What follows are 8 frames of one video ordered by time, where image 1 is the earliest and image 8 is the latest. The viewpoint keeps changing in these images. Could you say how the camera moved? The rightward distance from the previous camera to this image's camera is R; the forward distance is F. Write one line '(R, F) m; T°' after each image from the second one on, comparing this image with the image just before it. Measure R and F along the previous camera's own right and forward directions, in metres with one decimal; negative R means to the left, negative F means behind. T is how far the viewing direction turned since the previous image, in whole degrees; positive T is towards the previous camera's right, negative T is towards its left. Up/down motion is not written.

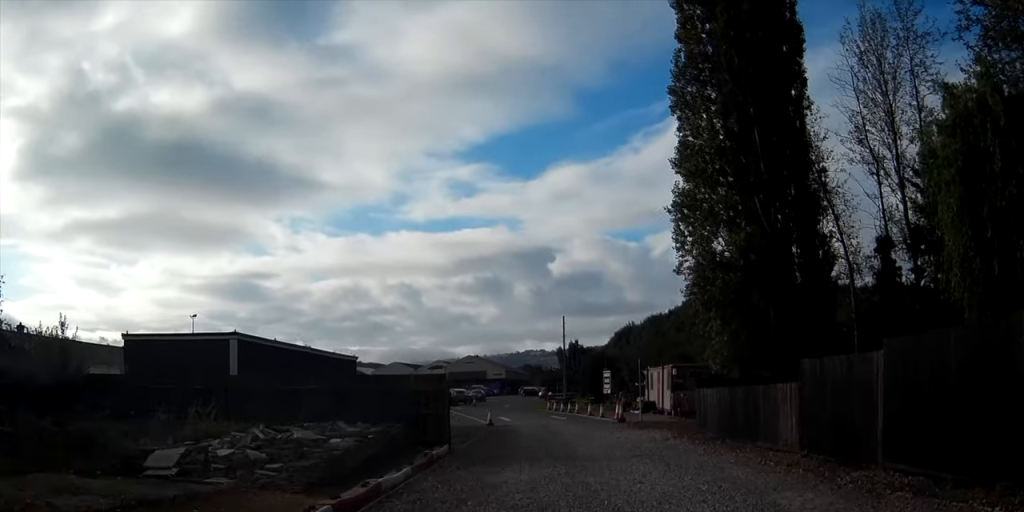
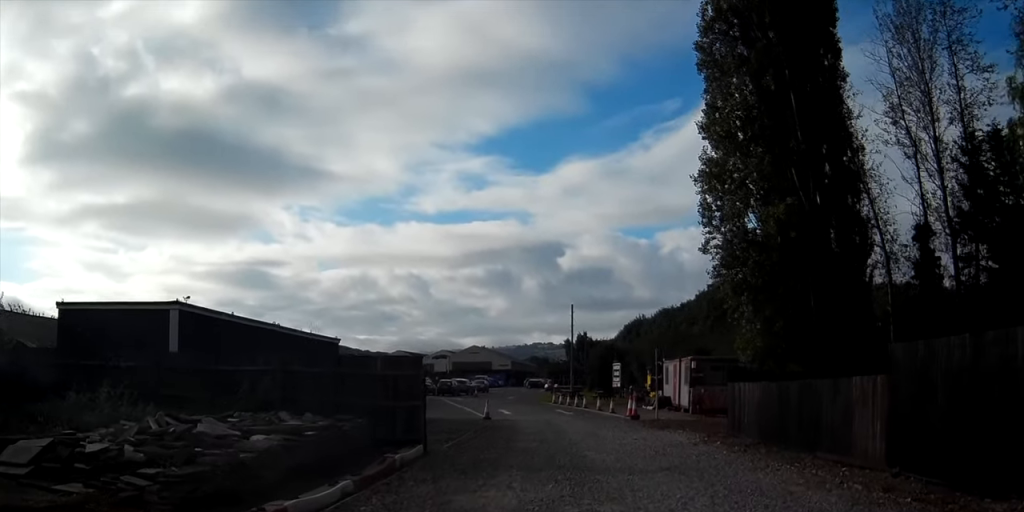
(-0.2, +4.7) m; -3°
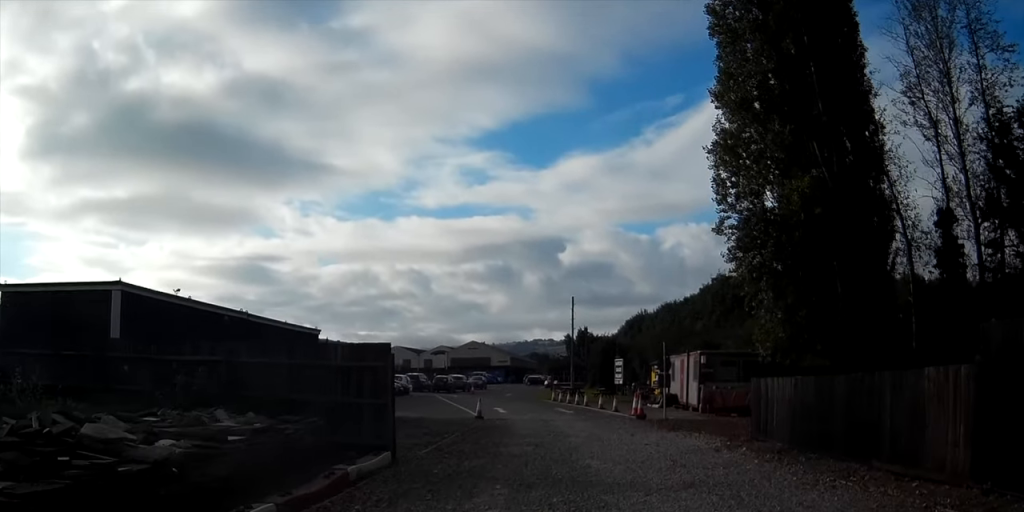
(0.0, +2.6) m; 0°
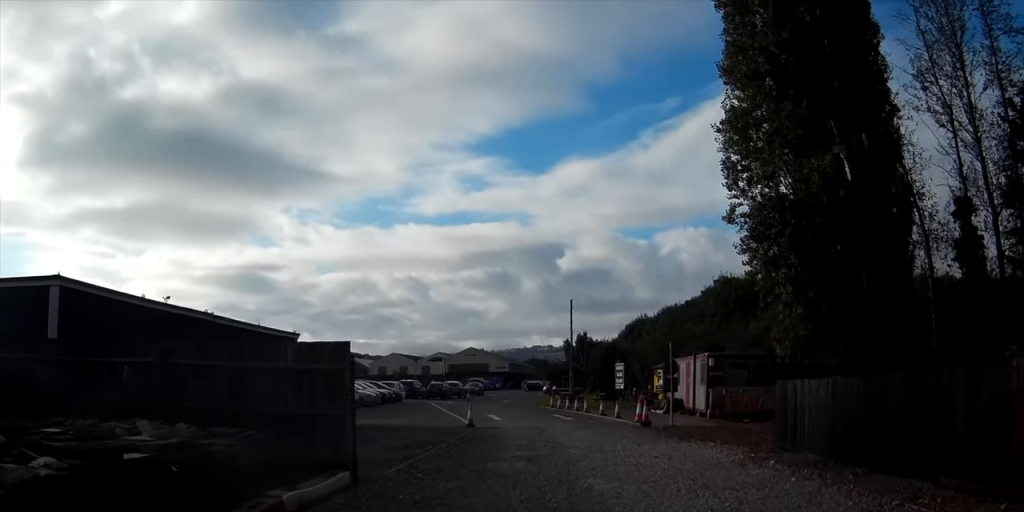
(0.0, +2.3) m; +1°
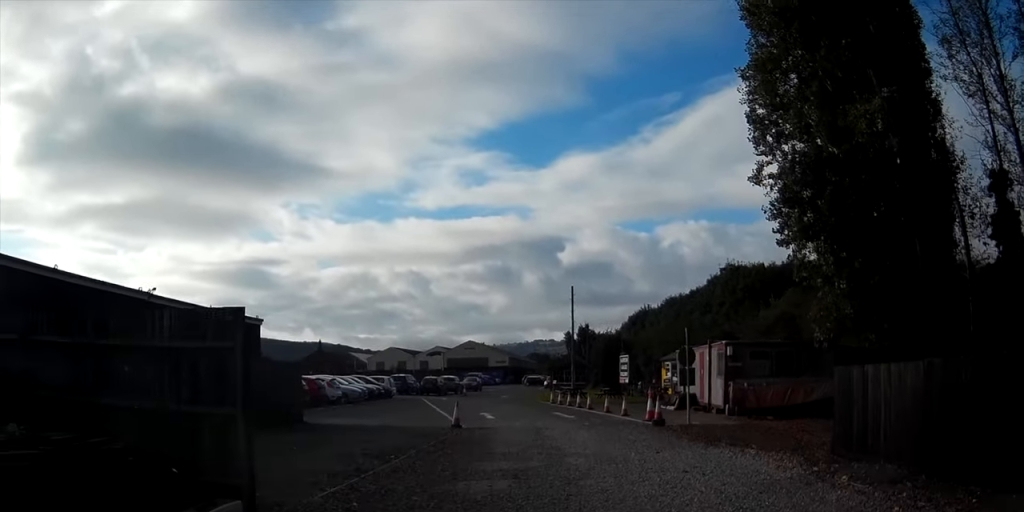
(+0.1, +3.5) m; +1°
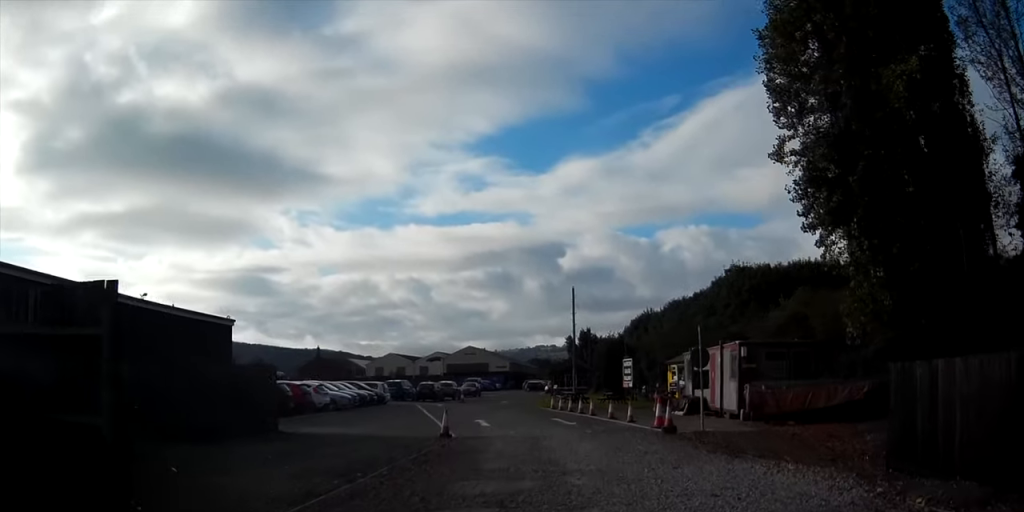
(0.0, +2.2) m; 0°
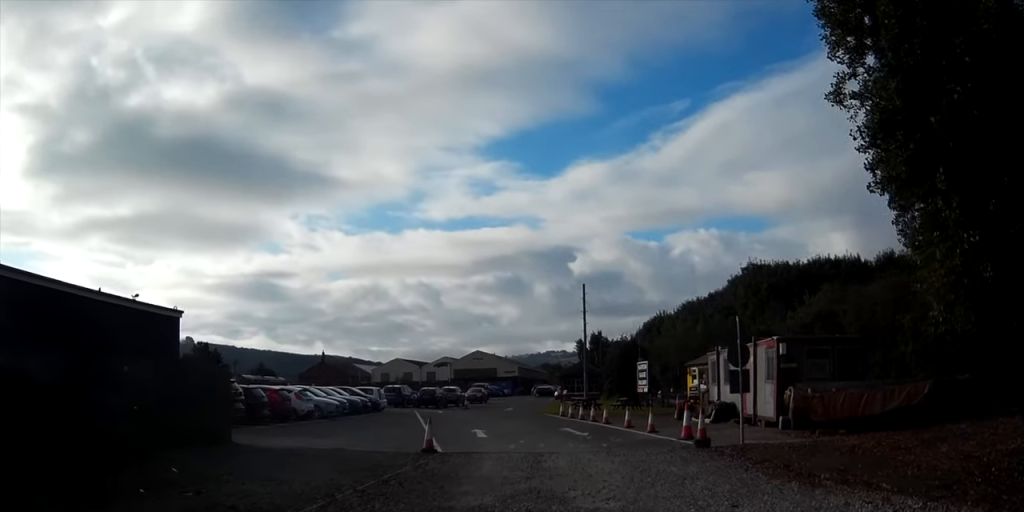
(-0.1, +3.7) m; -4°
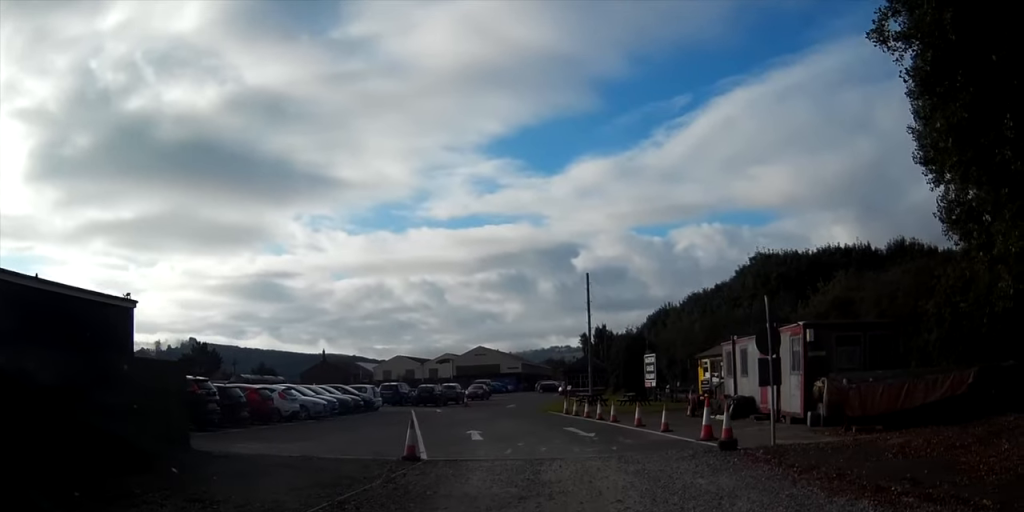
(0.0, +2.1) m; -4°
